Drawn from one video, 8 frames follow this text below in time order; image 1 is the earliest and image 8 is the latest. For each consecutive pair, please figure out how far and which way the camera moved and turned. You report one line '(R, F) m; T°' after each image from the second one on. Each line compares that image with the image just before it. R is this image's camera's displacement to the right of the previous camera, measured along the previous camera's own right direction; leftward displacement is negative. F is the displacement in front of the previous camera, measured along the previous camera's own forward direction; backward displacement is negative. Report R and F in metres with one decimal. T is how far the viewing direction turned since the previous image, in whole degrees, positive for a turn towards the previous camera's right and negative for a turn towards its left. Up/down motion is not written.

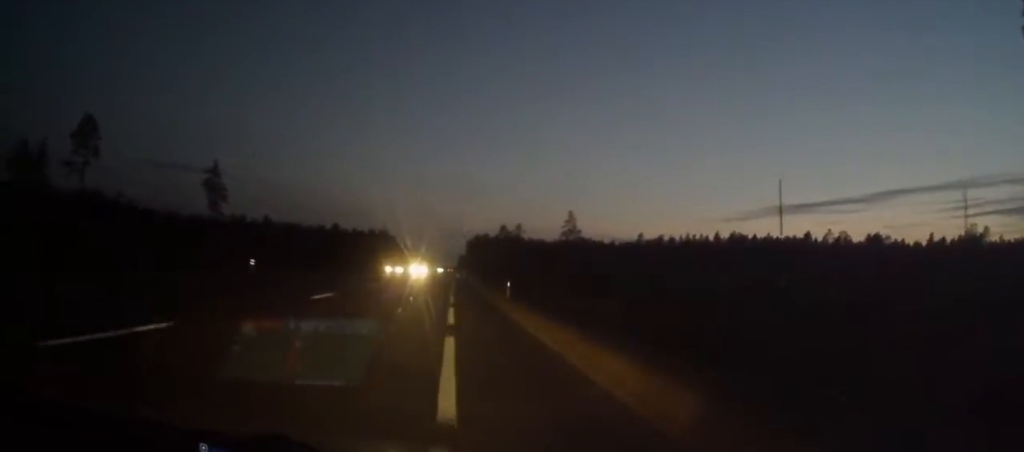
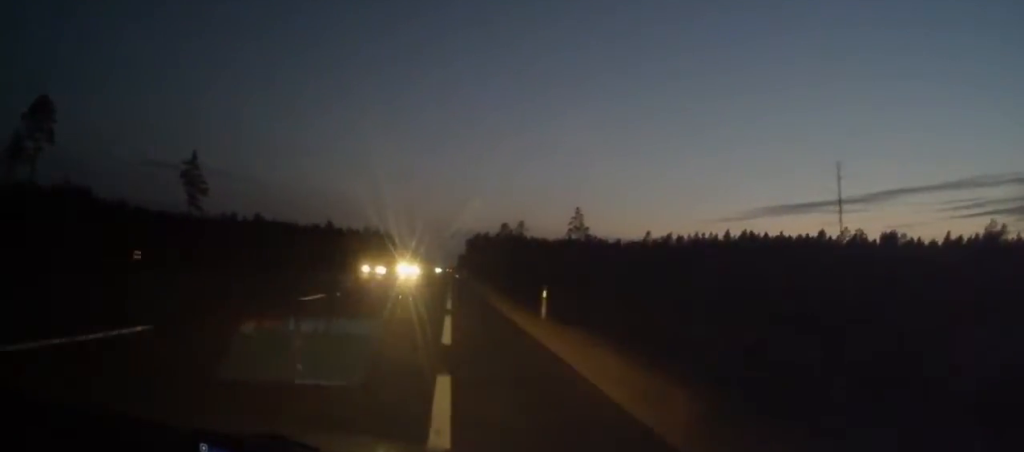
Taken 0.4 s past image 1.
(-0.2, +12.8) m; 0°
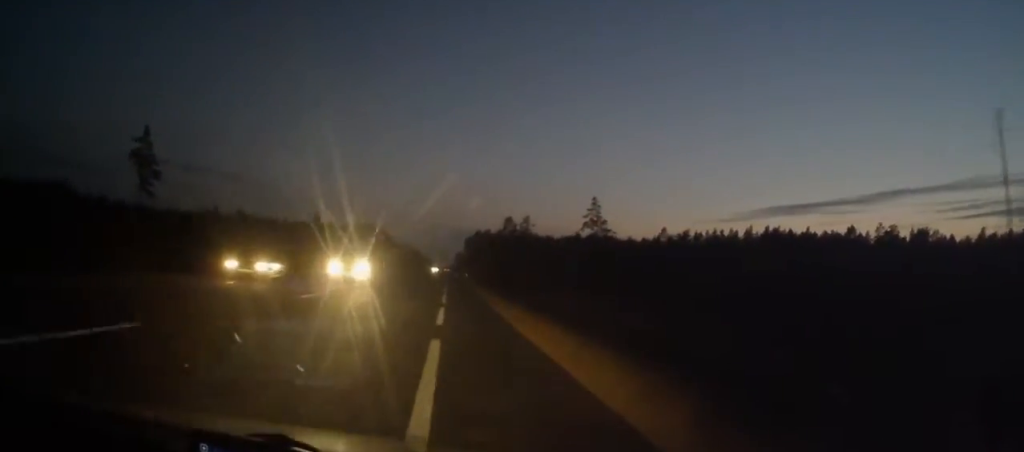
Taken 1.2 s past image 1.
(-0.1, +23.5) m; 0°
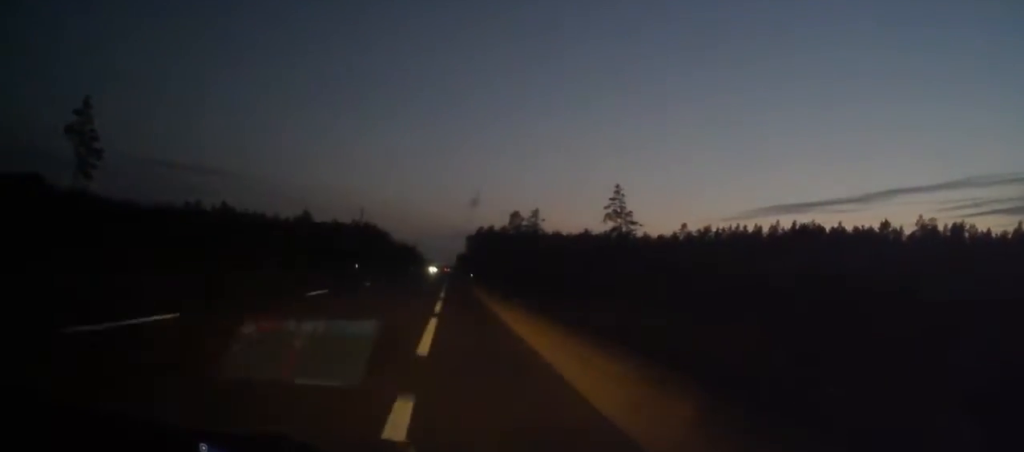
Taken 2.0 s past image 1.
(+0.4, +22.5) m; 0°
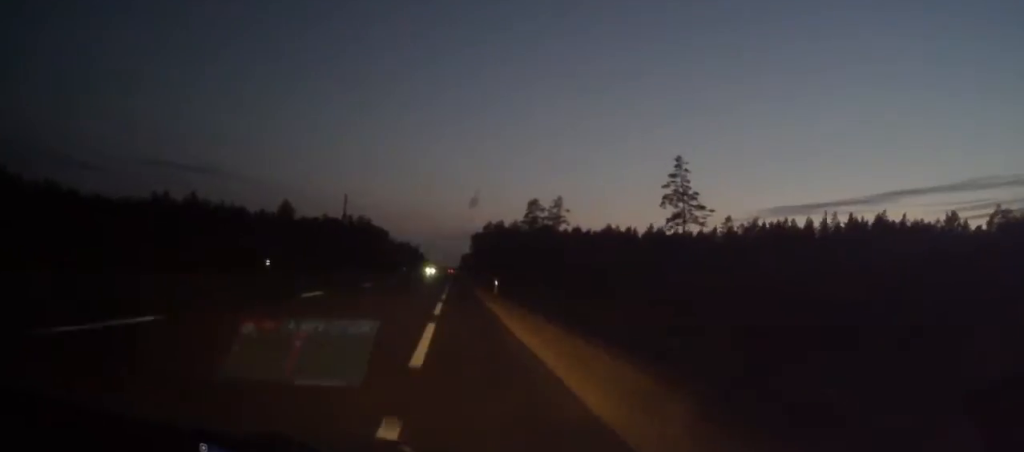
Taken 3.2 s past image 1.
(-0.5, +36.5) m; -1°
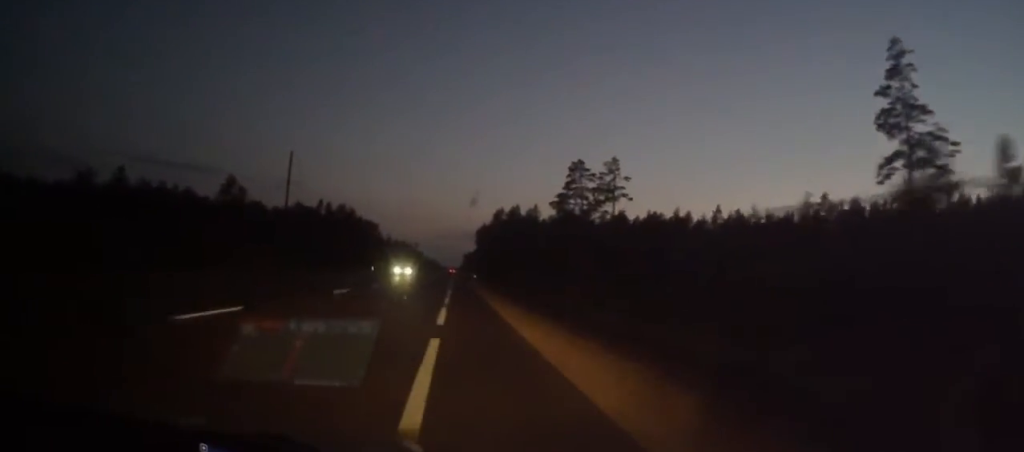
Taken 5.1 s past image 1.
(0.0, +56.3) m; 0°
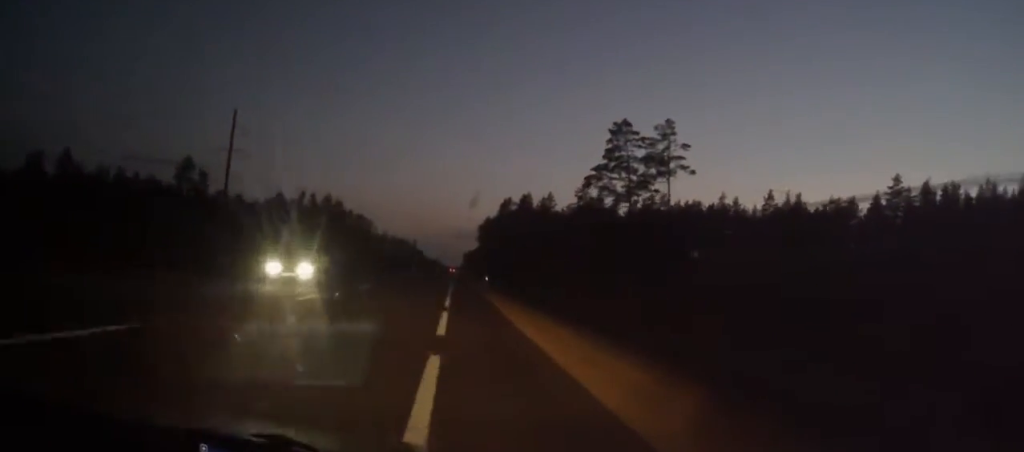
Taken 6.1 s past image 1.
(0.0, +28.7) m; 0°
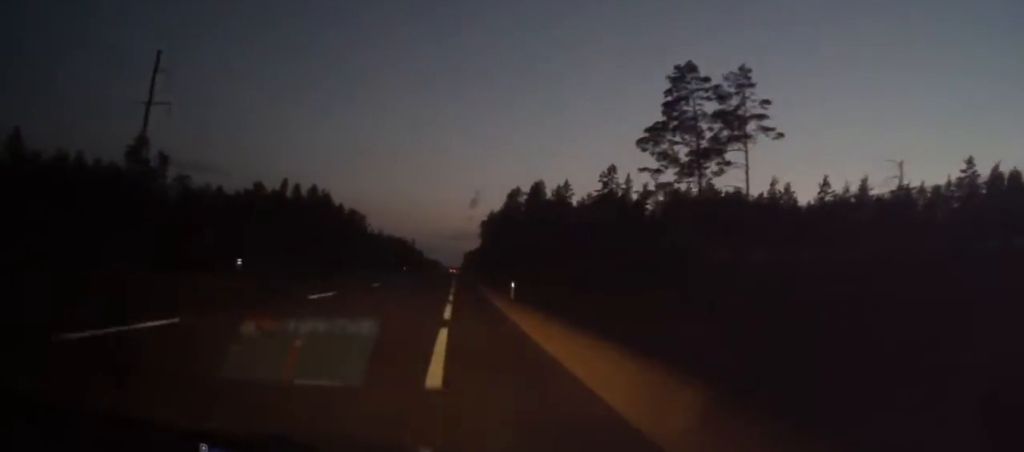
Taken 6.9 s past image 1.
(0.0, +22.8) m; 0°
